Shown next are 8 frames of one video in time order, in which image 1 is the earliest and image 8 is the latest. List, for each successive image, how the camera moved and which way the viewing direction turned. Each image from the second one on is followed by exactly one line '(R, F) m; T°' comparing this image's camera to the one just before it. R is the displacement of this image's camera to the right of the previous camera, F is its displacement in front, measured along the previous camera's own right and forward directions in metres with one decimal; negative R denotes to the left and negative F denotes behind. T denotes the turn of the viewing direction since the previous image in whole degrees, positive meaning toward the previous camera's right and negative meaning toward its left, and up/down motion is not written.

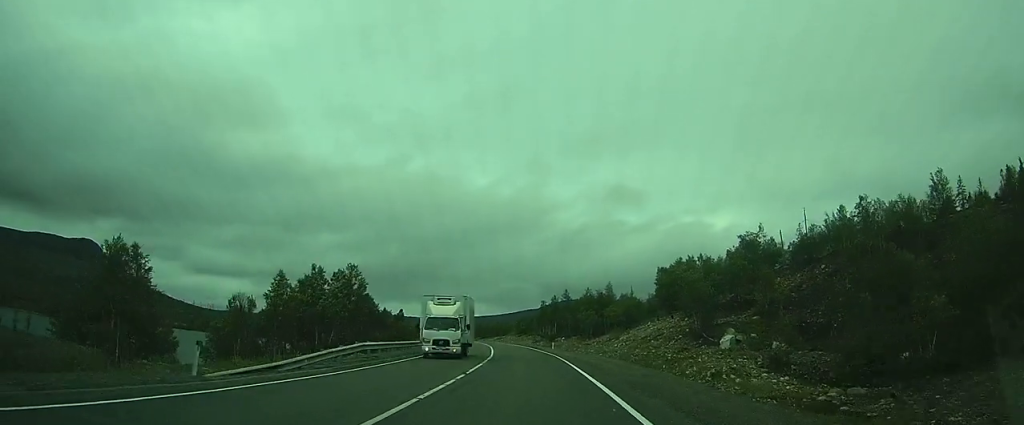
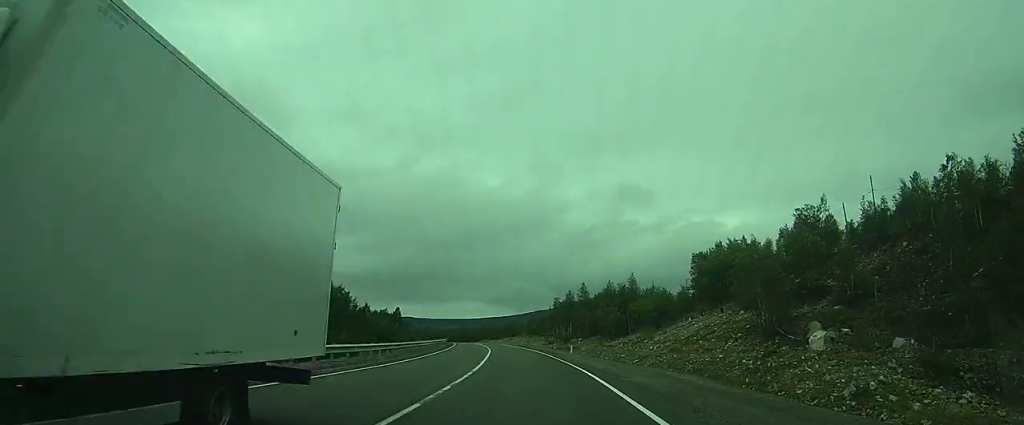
(-0.1, +15.1) m; -1°
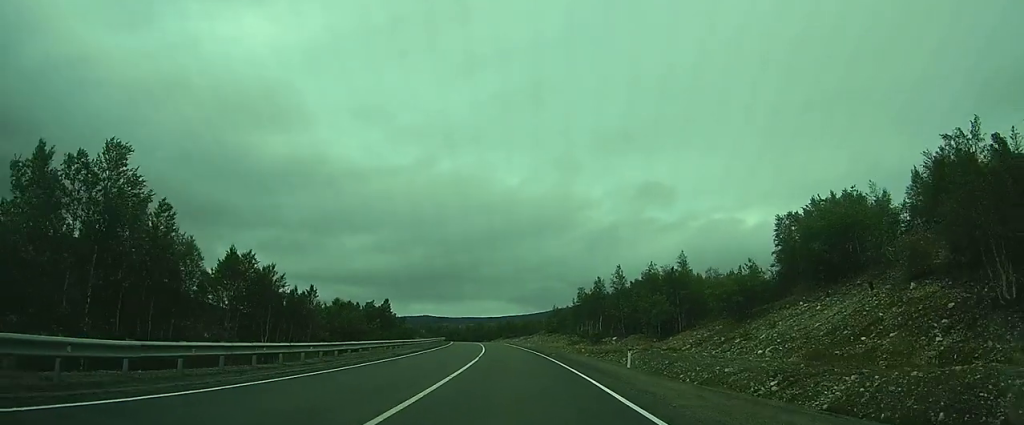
(-0.2, +23.0) m; -2°
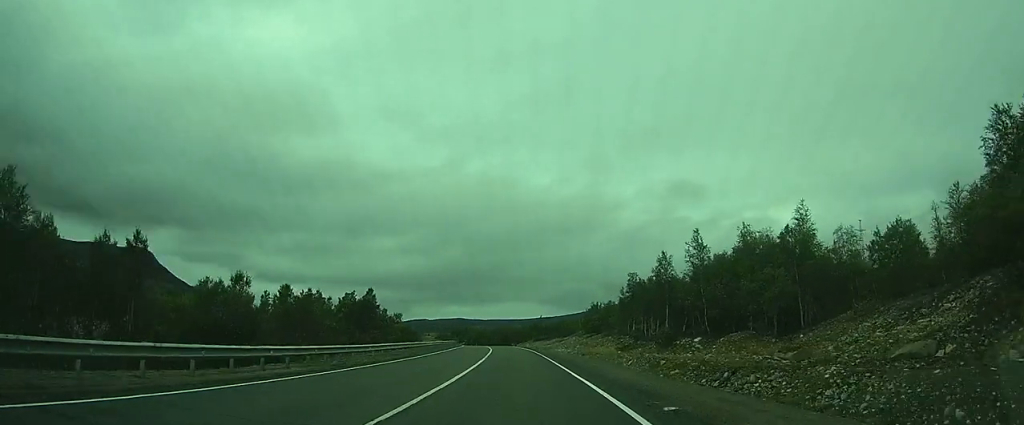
(-0.7, +26.7) m; -2°
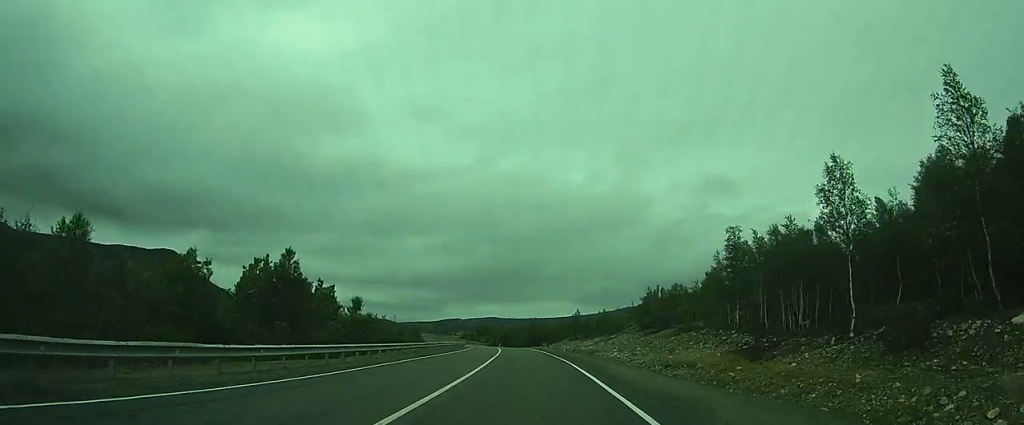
(-0.8, +33.8) m; -8°
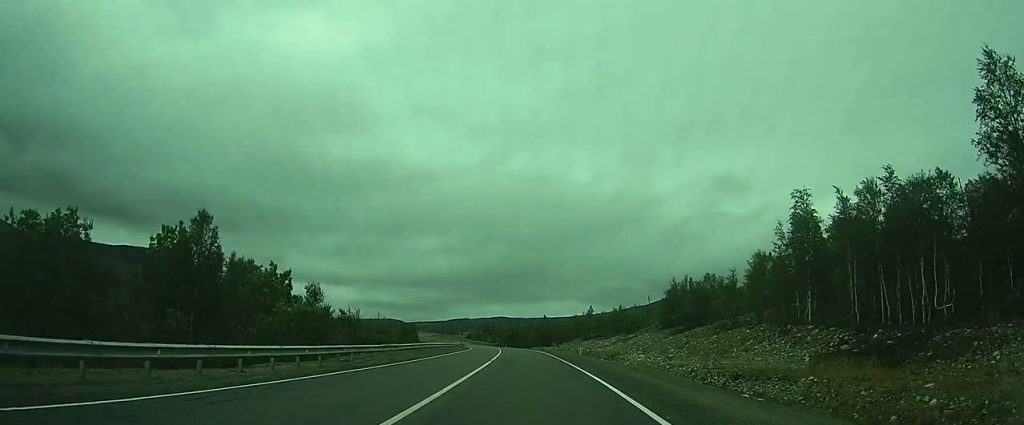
(-1.0, +13.7) m; -4°
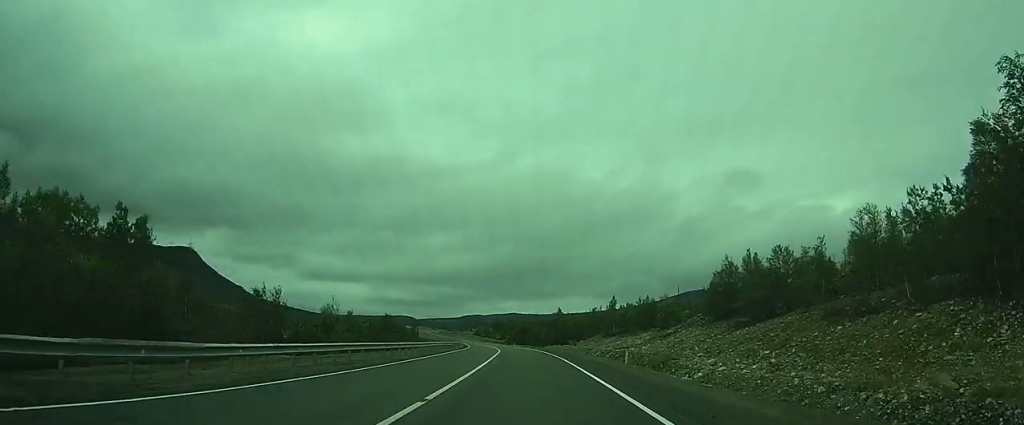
(-1.5, +22.5) m; -5°
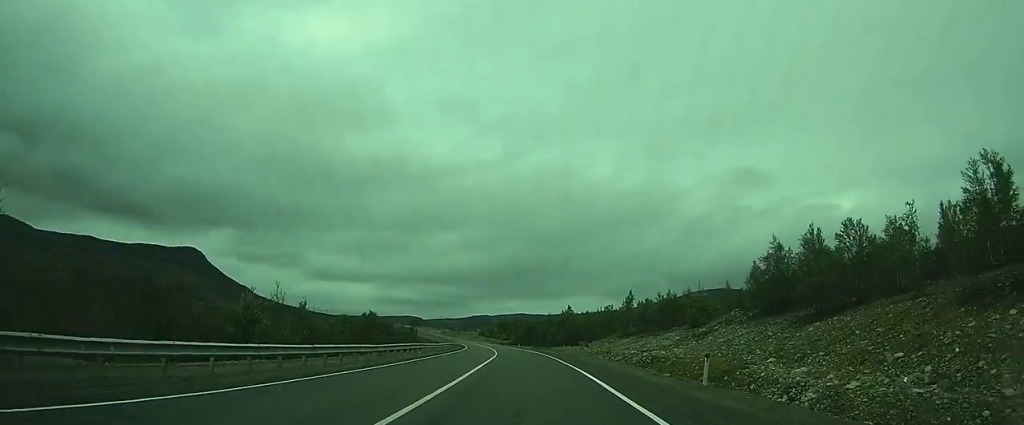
(+0.1, +14.6) m; -1°
